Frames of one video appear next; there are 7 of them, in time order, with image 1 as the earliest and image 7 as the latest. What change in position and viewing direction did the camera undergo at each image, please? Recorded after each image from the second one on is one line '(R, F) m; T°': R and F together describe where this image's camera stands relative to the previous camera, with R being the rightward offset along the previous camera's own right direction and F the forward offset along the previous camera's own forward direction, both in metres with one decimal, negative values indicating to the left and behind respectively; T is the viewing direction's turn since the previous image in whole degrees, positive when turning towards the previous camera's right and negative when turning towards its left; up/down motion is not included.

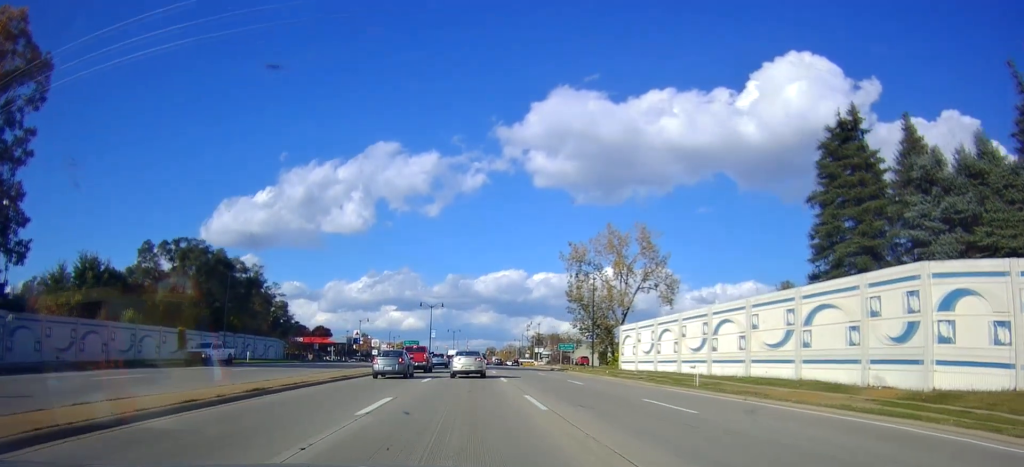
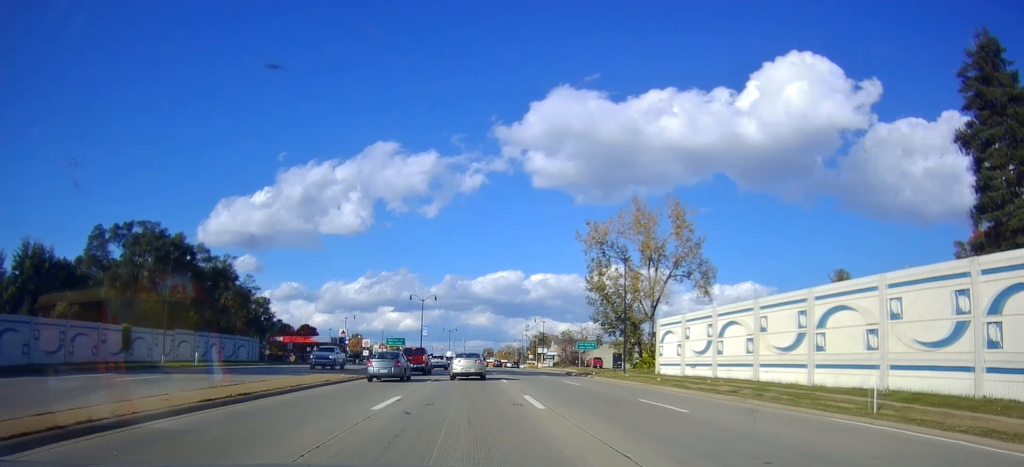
(+0.5, +14.9) m; +1°
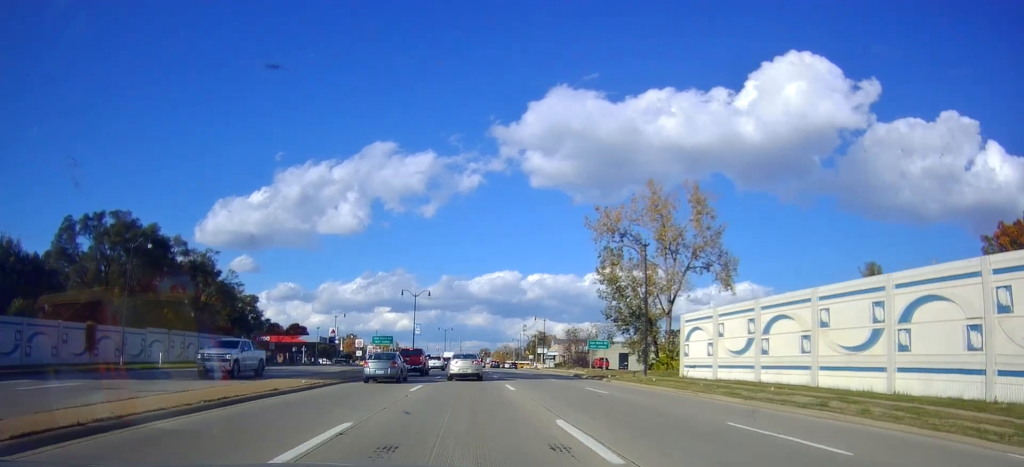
(-0.2, +7.2) m; -2°
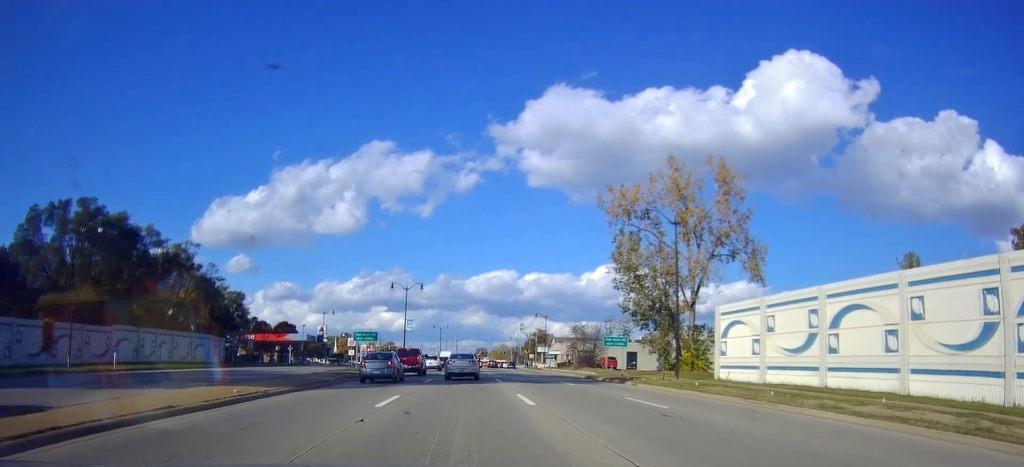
(-0.1, +7.6) m; -1°
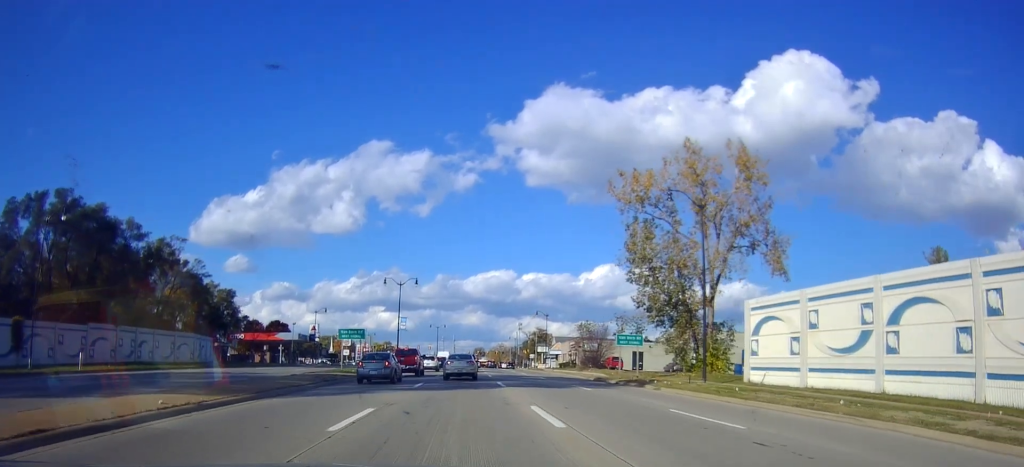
(0.0, +4.8) m; 0°
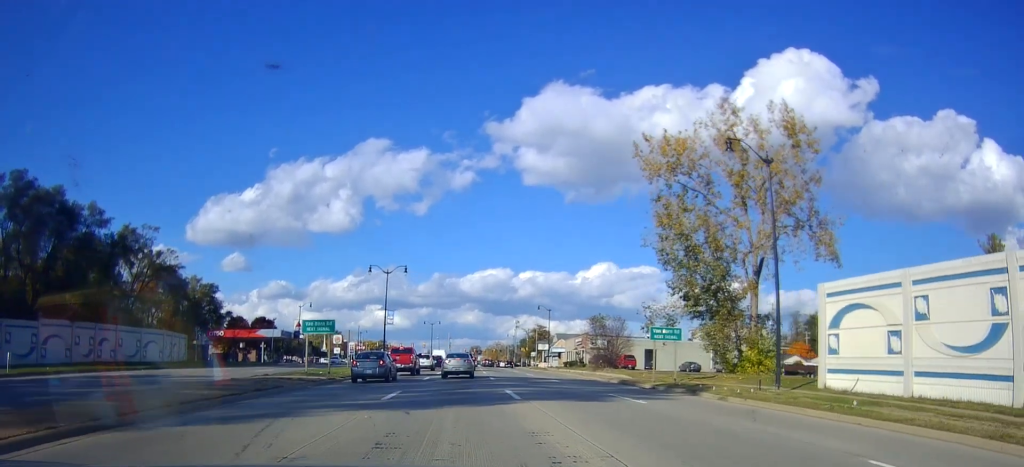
(0.0, +8.2) m; 0°
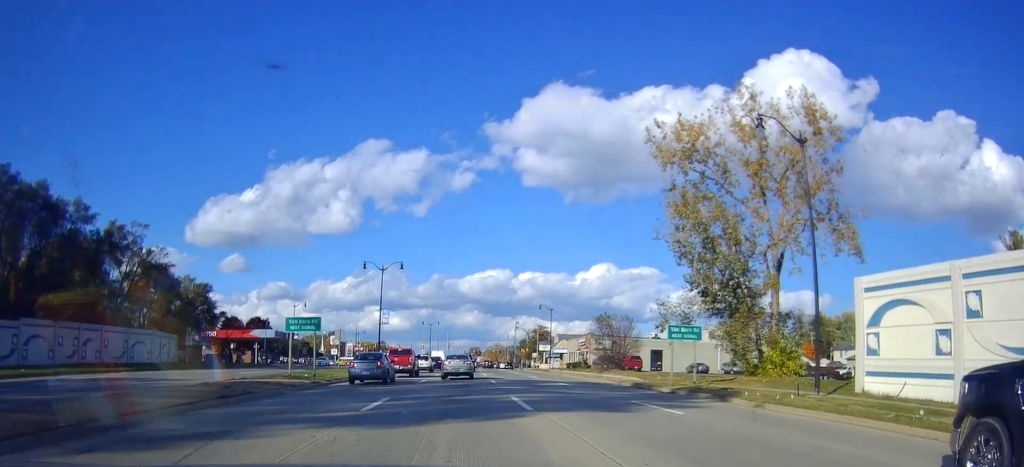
(0.0, +3.0) m; 0°
